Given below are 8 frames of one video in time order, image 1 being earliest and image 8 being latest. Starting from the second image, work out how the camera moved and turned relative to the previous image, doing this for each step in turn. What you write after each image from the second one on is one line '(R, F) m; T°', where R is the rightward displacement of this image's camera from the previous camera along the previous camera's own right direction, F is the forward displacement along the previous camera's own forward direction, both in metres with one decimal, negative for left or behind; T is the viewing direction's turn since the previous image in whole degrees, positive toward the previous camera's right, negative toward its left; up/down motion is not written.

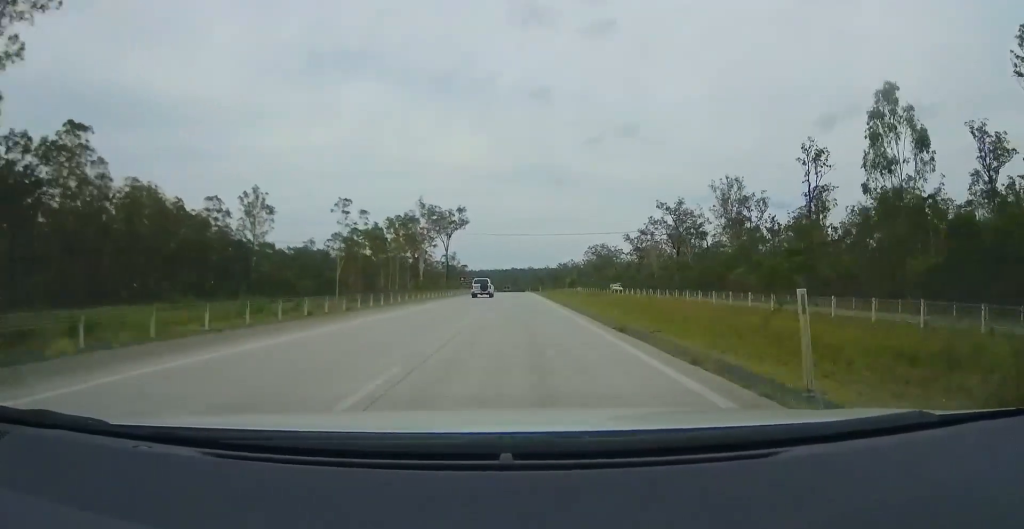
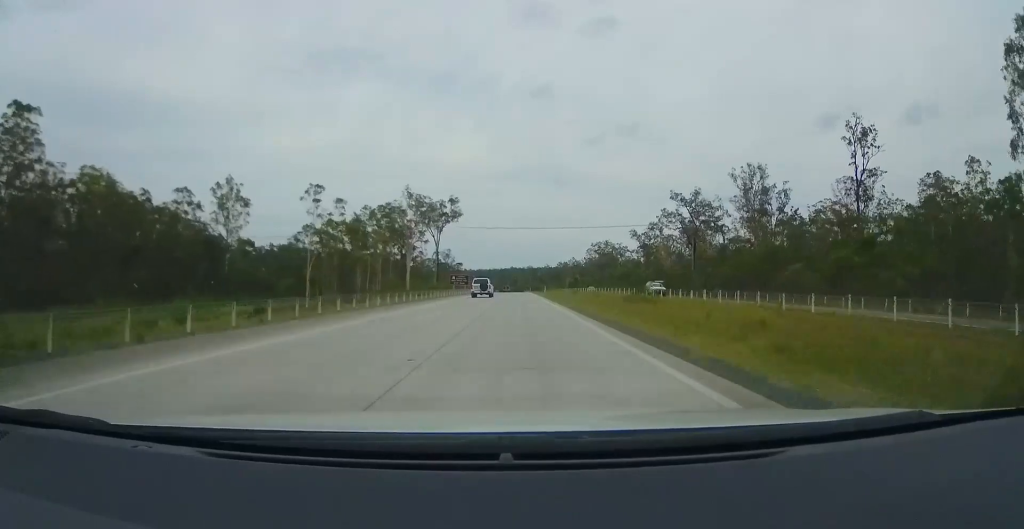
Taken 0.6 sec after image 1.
(0.0, +16.9) m; 0°
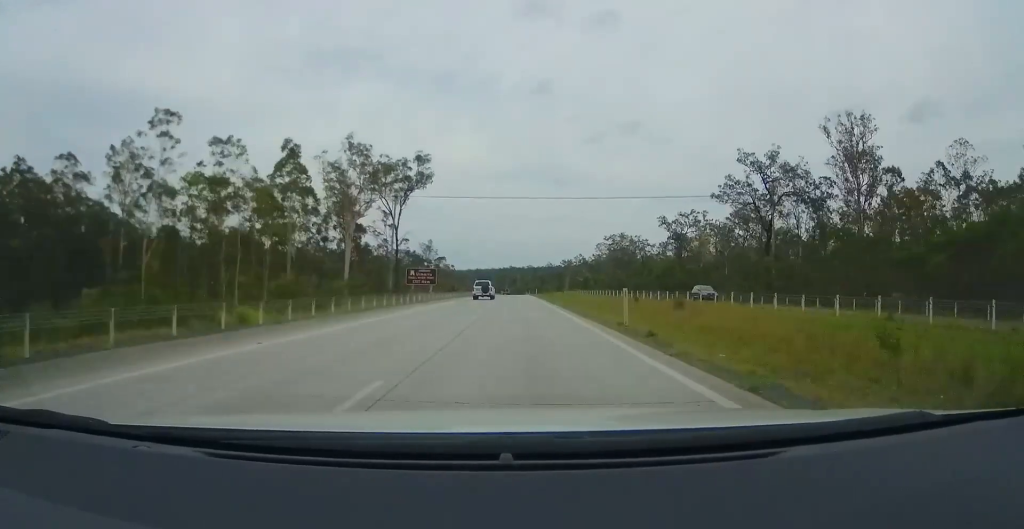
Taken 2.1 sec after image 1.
(-0.6, +46.0) m; -1°
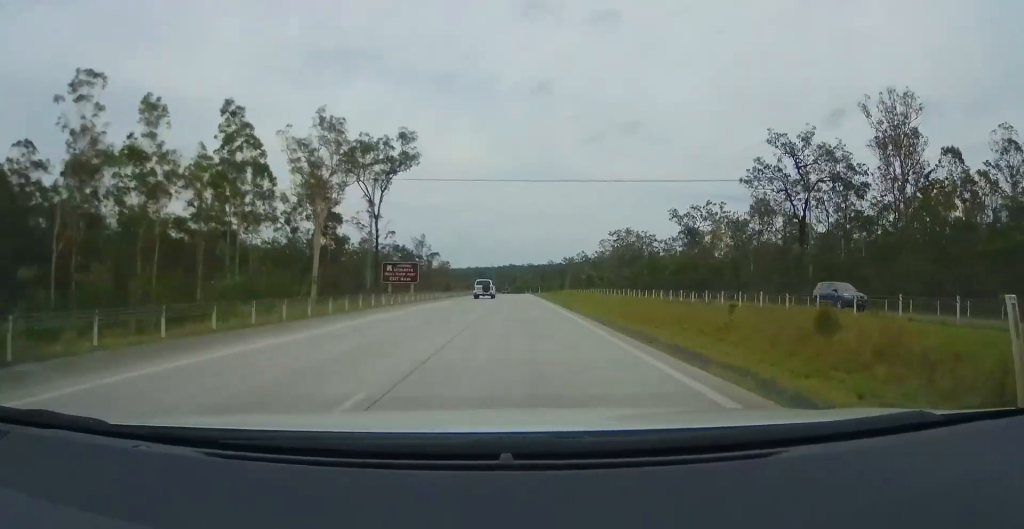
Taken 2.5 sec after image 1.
(+0.1, +13.3) m; 0°
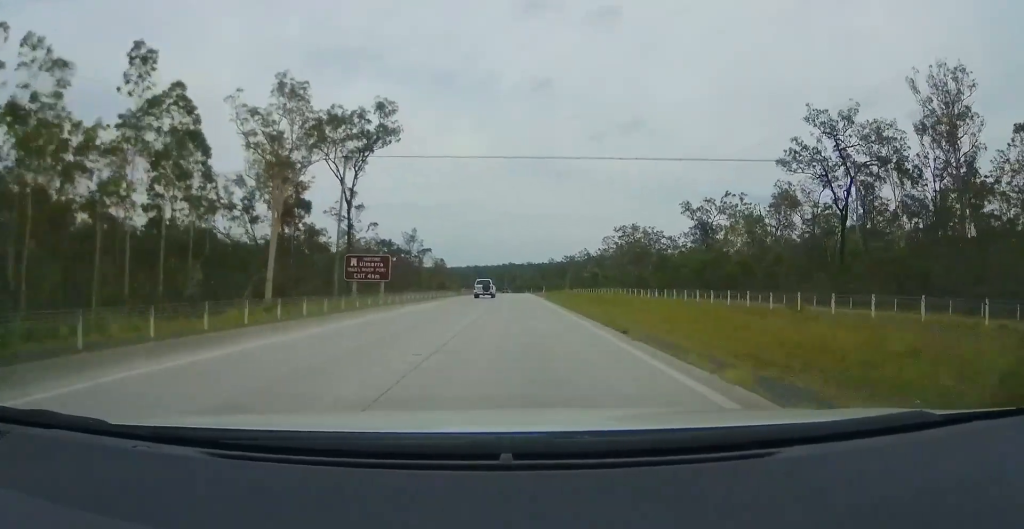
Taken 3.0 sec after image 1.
(+0.1, +13.3) m; 0°
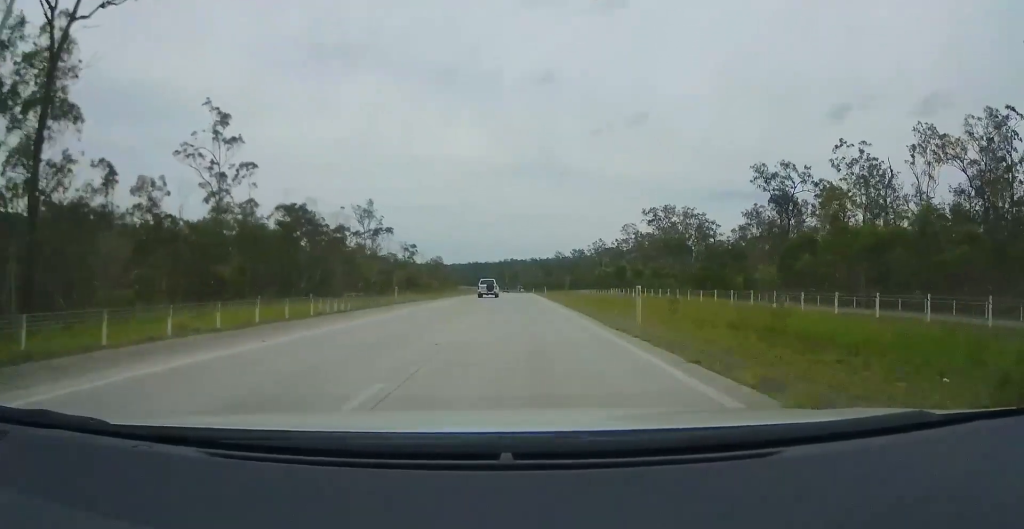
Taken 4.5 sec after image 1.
(-0.2, +47.2) m; -1°
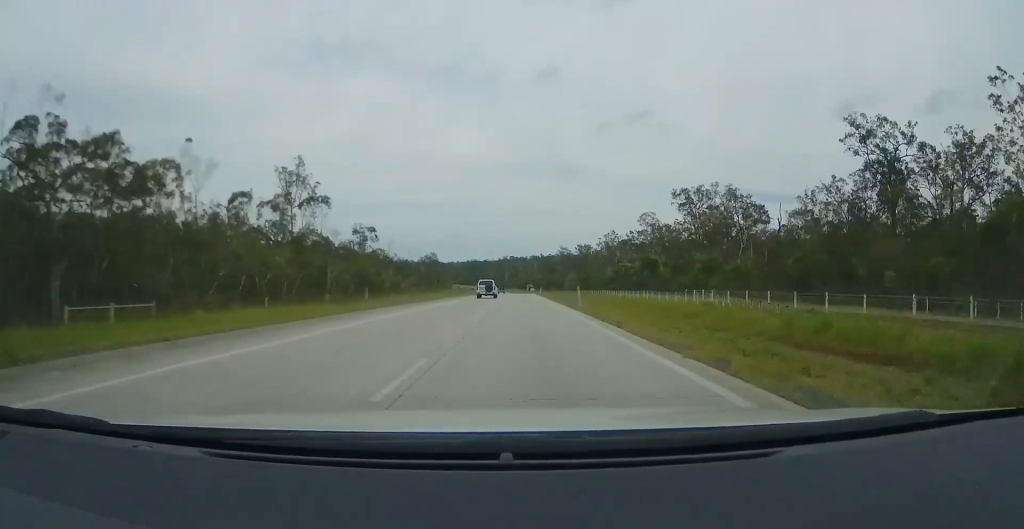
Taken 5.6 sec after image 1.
(-0.4, +33.8) m; 0°
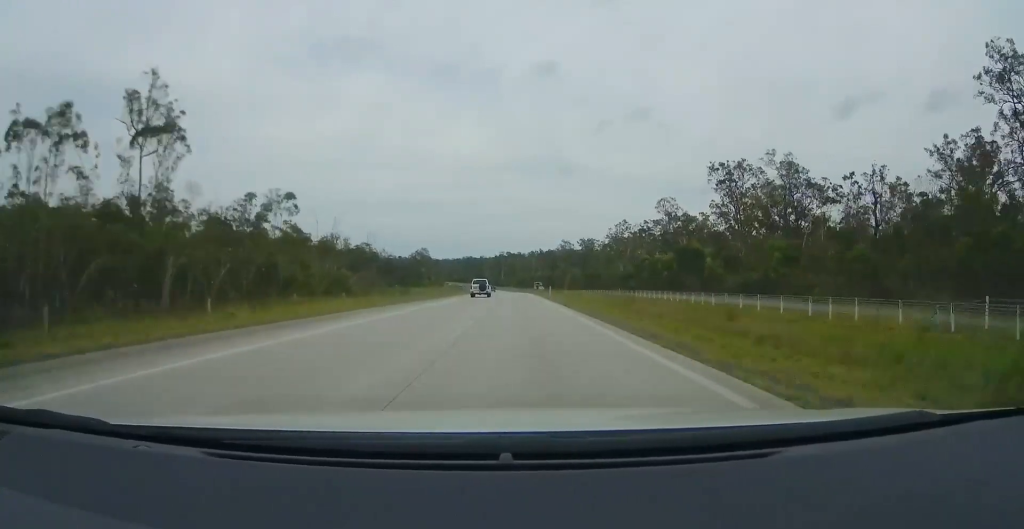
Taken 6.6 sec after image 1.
(+0.2, +30.2) m; +1°
